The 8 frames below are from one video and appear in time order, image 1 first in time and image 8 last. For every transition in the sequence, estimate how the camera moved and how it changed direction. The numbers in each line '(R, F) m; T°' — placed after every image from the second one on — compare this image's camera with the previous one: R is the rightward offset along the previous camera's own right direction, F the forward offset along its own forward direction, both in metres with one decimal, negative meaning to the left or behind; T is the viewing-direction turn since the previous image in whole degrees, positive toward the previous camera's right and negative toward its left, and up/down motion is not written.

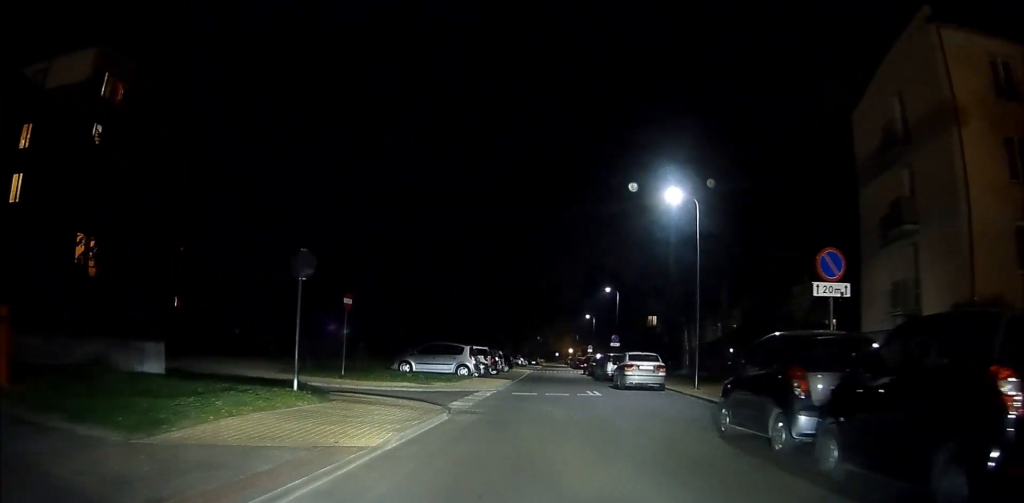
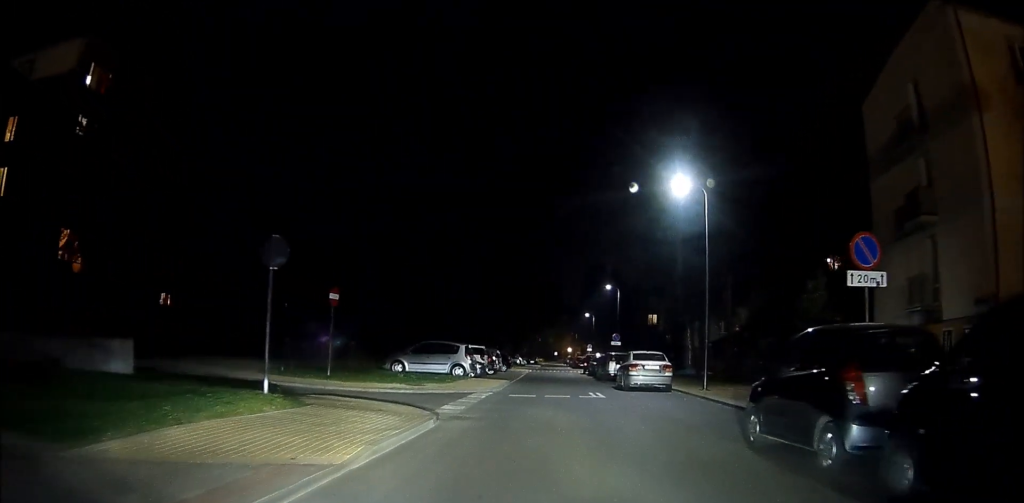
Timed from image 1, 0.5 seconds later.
(0.0, +1.6) m; -1°
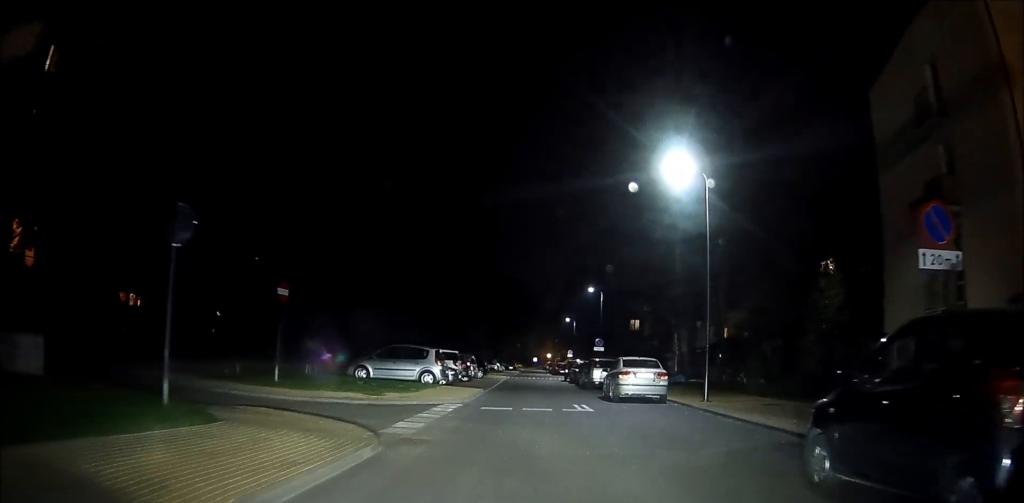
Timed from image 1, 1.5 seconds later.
(0.0, +3.0) m; +1°
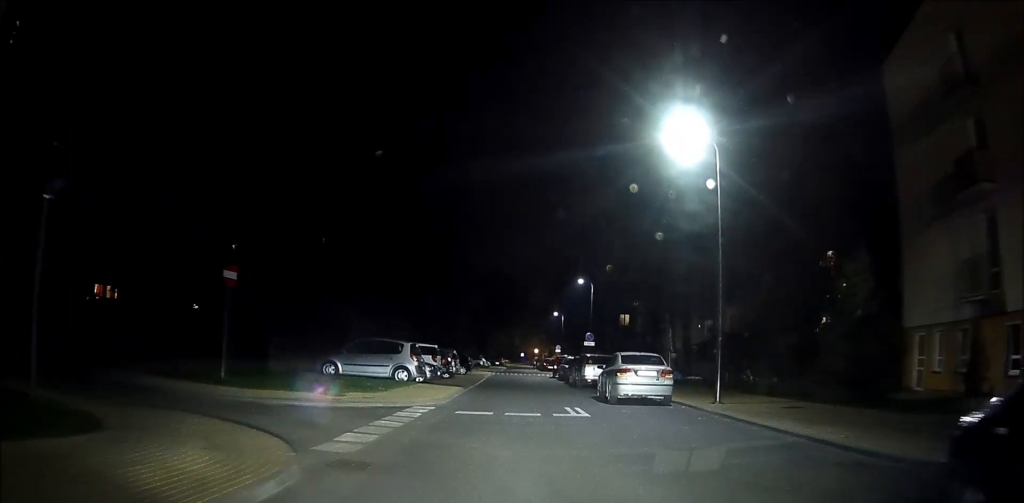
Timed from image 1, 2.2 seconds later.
(+0.1, +2.7) m; +1°
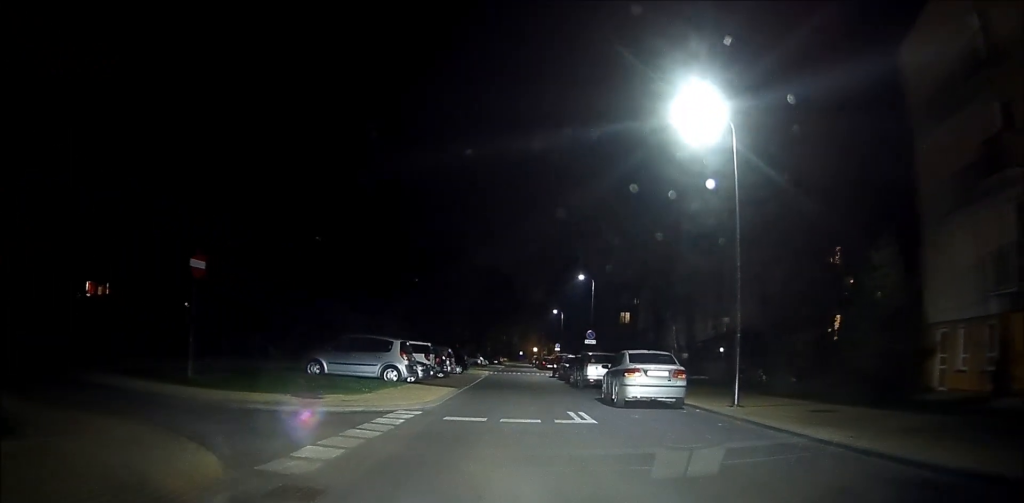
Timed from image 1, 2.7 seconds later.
(0.0, +1.7) m; 0°
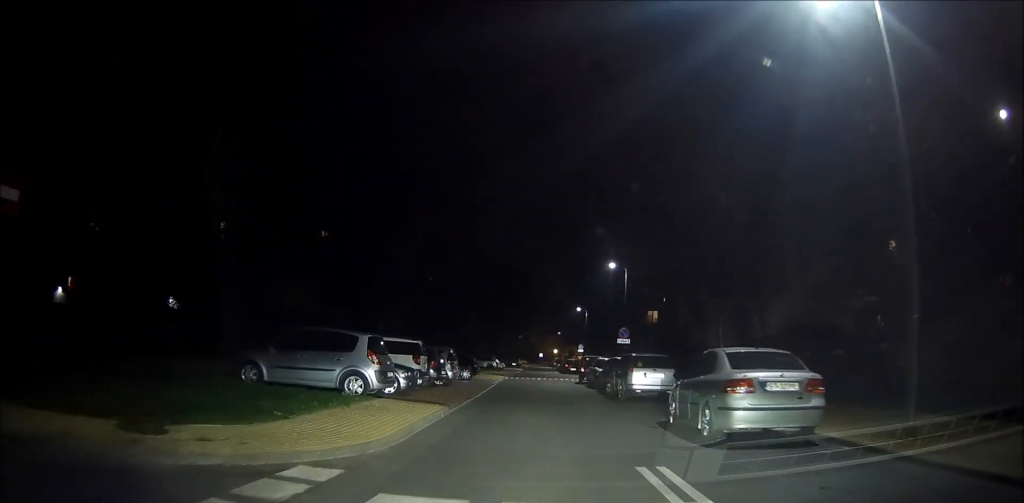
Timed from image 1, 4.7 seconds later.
(-0.1, +7.6) m; +1°
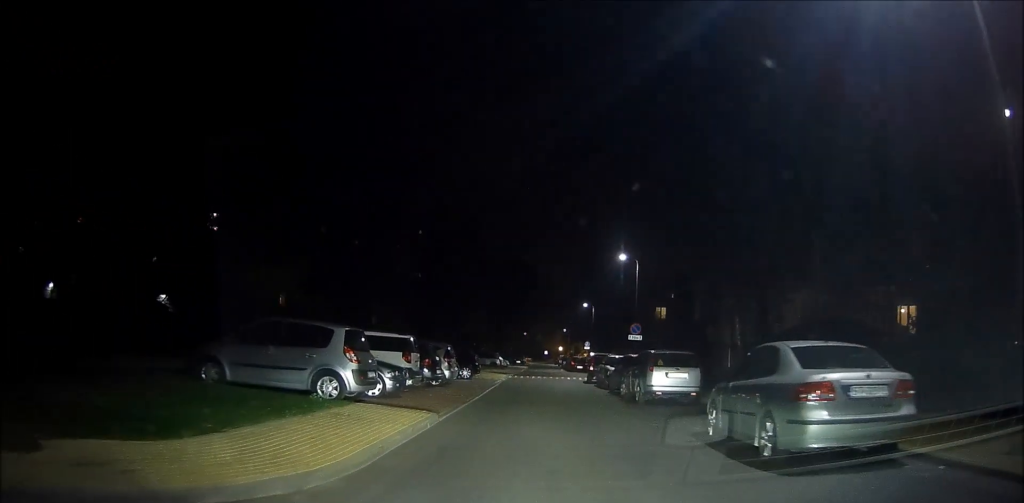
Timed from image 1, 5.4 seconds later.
(+0.1, +2.8) m; 0°
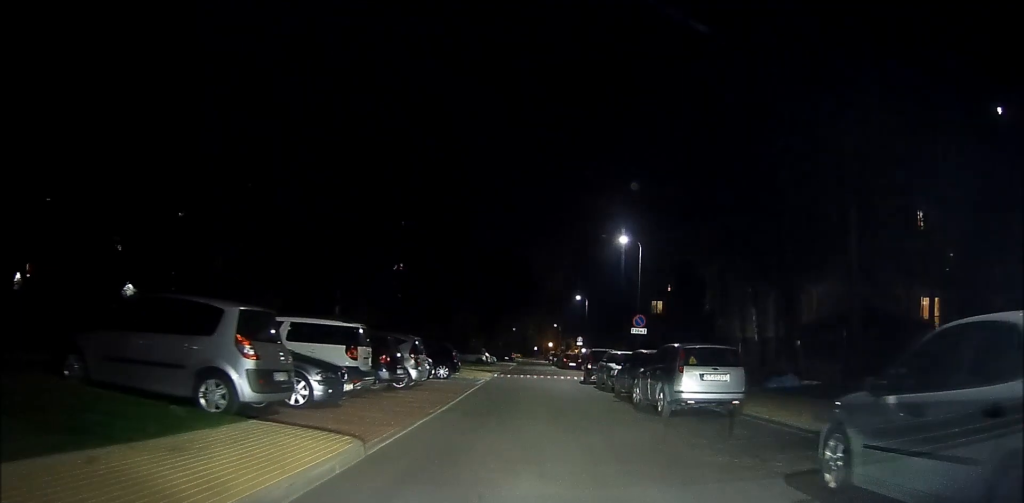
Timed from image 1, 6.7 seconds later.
(-0.1, +5.2) m; -1°
